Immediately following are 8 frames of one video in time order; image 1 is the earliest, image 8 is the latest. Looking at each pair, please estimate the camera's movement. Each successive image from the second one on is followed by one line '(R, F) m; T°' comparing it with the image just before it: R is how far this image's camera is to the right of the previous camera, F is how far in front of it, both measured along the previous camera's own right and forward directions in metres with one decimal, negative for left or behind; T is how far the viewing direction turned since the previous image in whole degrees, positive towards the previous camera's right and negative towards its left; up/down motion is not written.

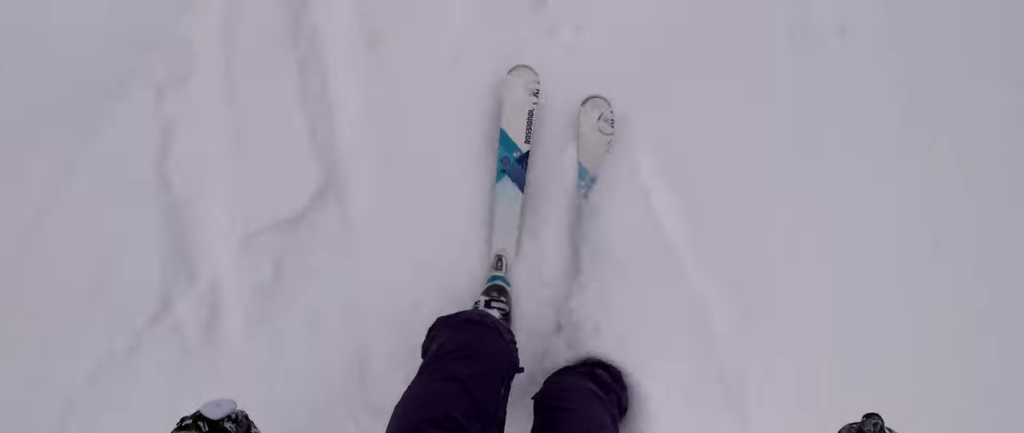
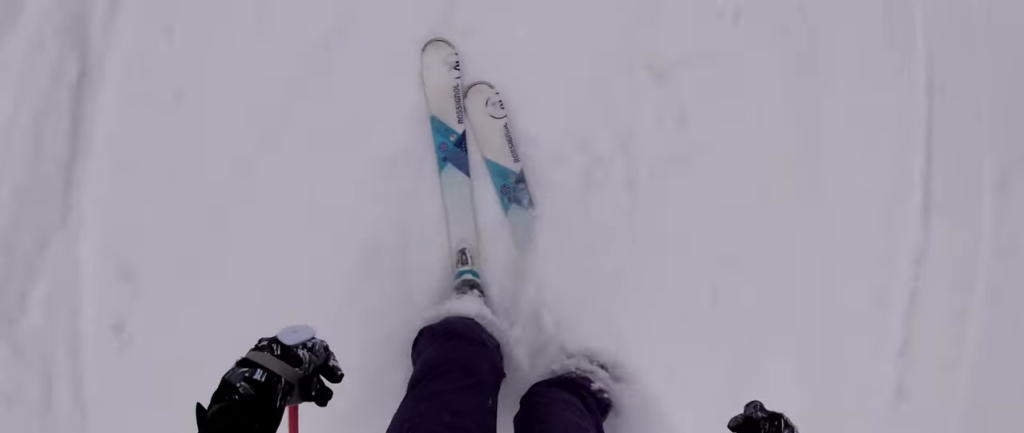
(+0.1, +7.3) m; +1°
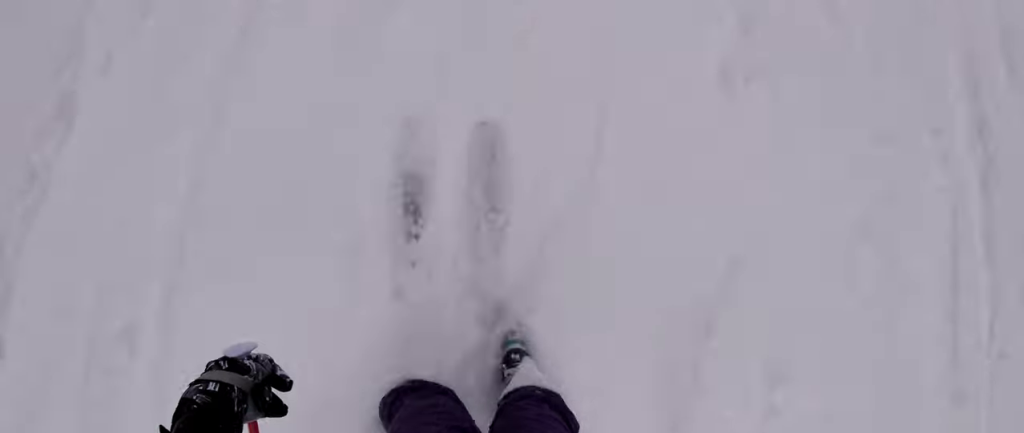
(0.0, +2.6) m; +3°
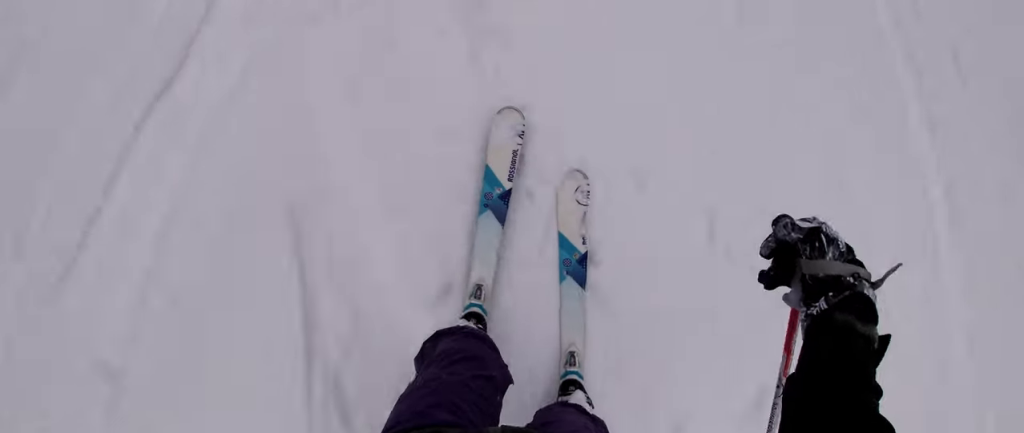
(+0.5, +7.1) m; +9°
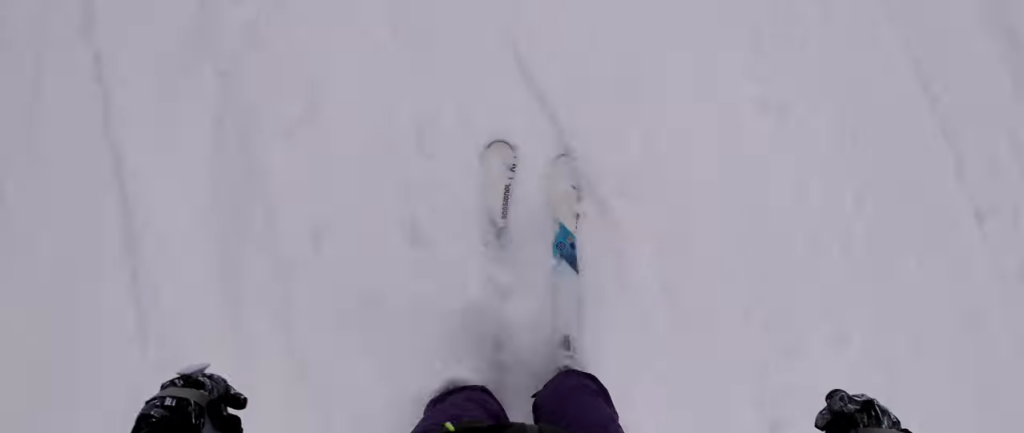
(-0.6, +15.5) m; -11°
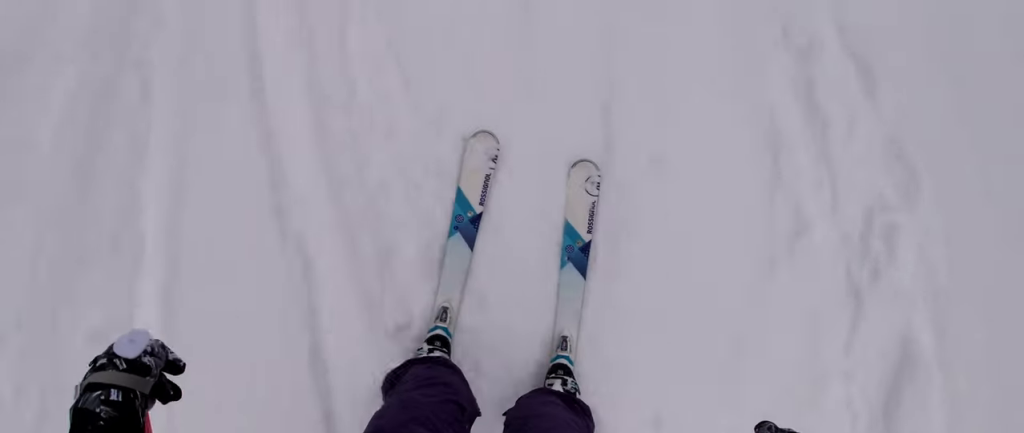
(-0.1, +3.3) m; -1°
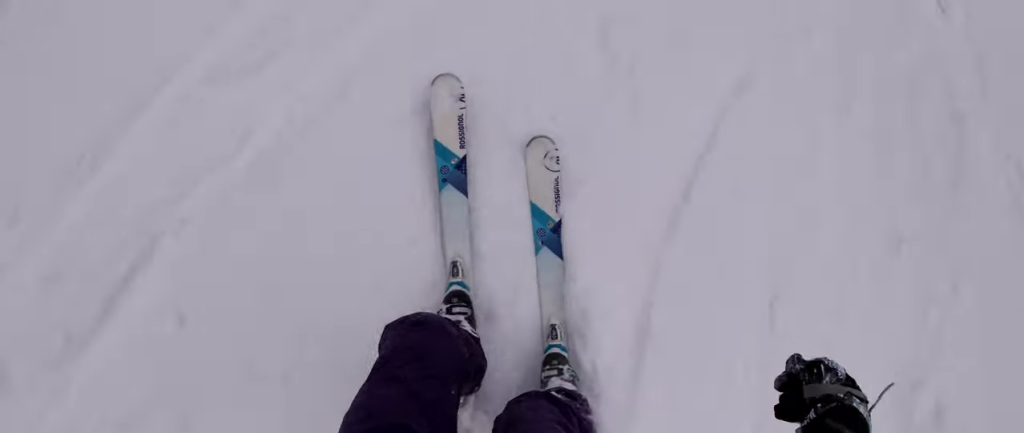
(0.0, +6.2) m; 0°
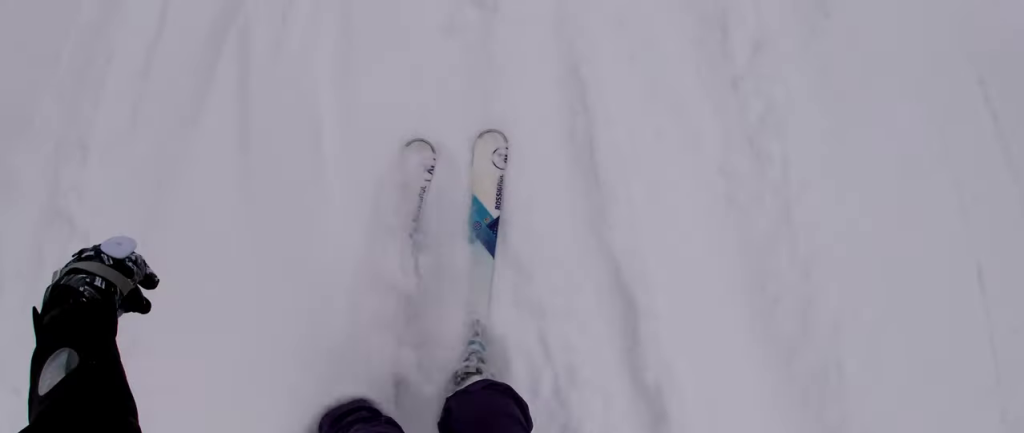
(0.0, +7.5) m; +3°
